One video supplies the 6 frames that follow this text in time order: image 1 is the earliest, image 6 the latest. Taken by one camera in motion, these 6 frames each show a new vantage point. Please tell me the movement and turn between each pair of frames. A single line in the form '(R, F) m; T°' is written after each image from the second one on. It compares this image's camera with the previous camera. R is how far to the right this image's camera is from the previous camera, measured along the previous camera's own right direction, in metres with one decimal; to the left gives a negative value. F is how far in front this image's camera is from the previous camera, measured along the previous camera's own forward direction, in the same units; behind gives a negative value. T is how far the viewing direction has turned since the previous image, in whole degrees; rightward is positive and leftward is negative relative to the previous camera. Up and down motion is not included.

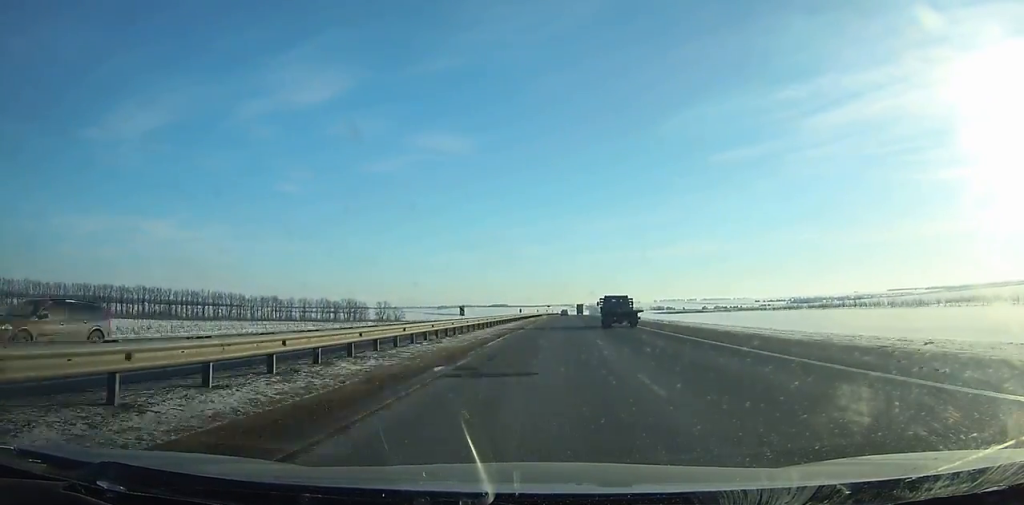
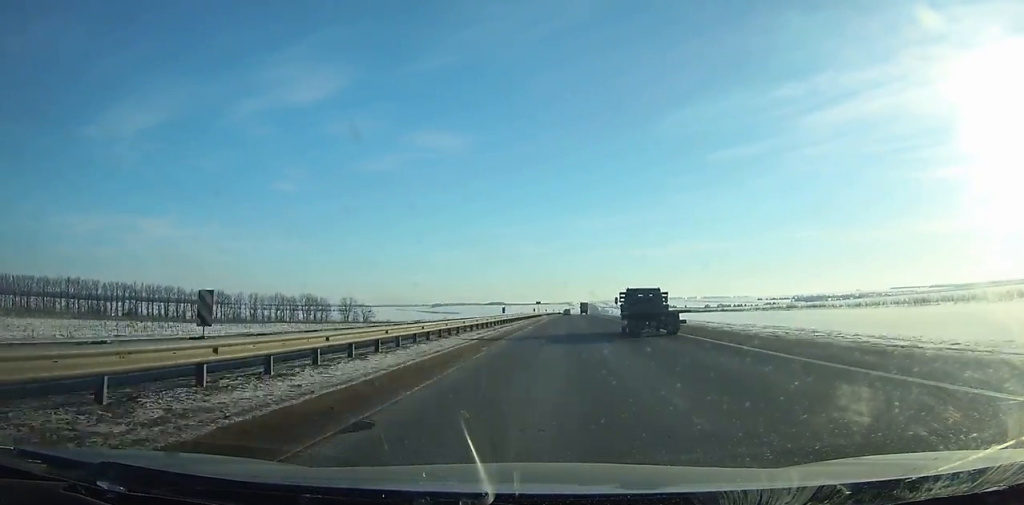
(+0.2, +62.5) m; +1°
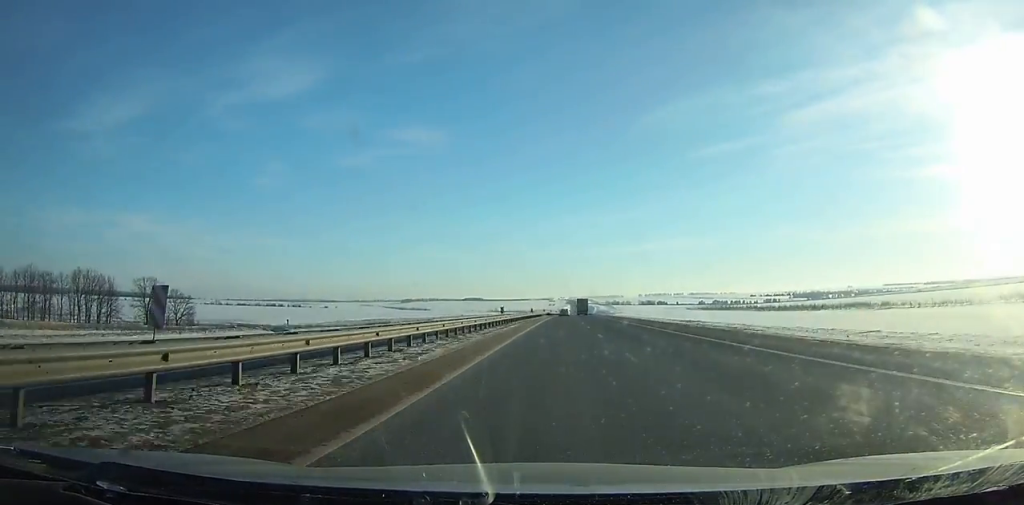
(+1.9, +160.6) m; +2°
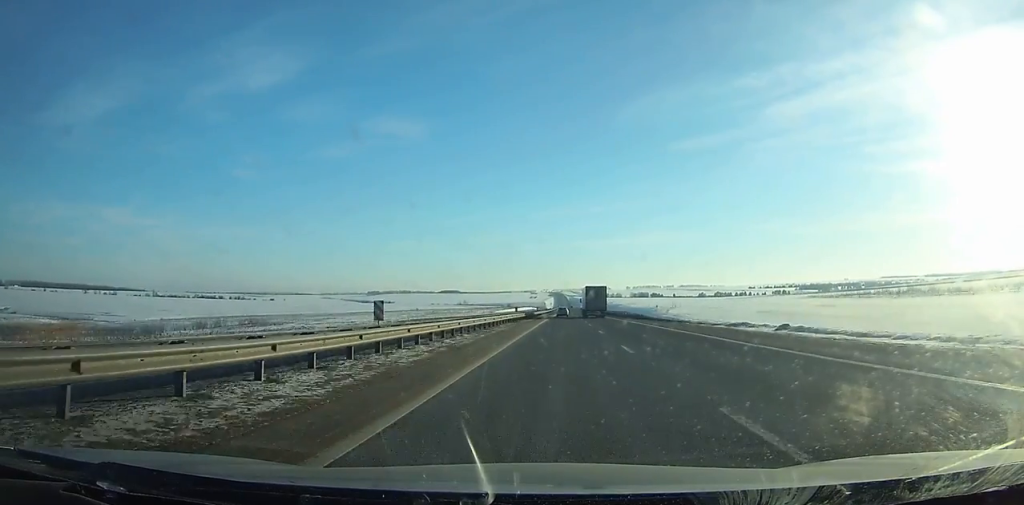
(+2.4, +187.2) m; +1°
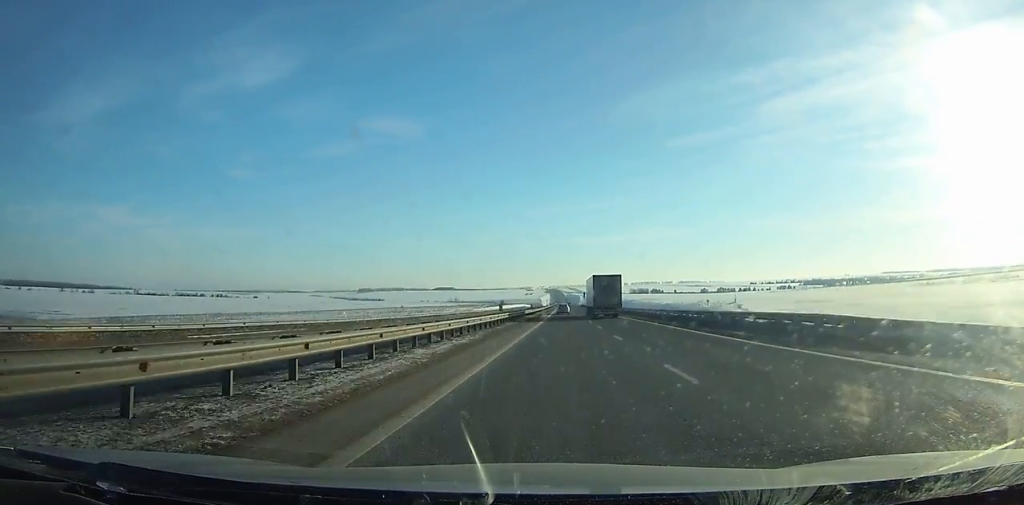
(+0.2, +54.4) m; 0°
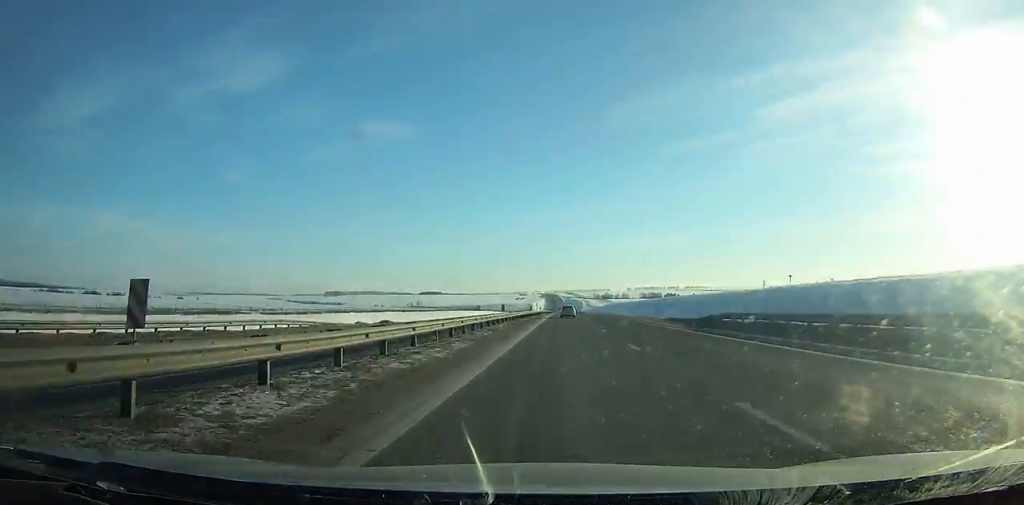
(+1.0, +230.9) m; +1°
